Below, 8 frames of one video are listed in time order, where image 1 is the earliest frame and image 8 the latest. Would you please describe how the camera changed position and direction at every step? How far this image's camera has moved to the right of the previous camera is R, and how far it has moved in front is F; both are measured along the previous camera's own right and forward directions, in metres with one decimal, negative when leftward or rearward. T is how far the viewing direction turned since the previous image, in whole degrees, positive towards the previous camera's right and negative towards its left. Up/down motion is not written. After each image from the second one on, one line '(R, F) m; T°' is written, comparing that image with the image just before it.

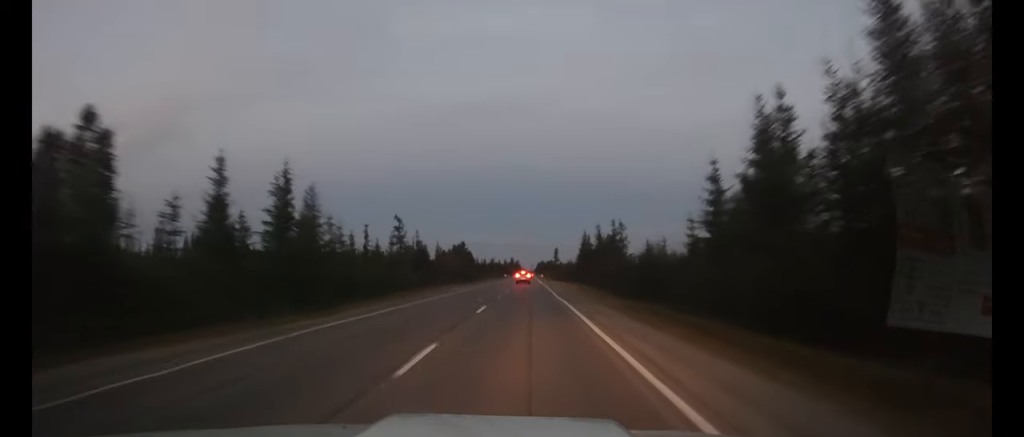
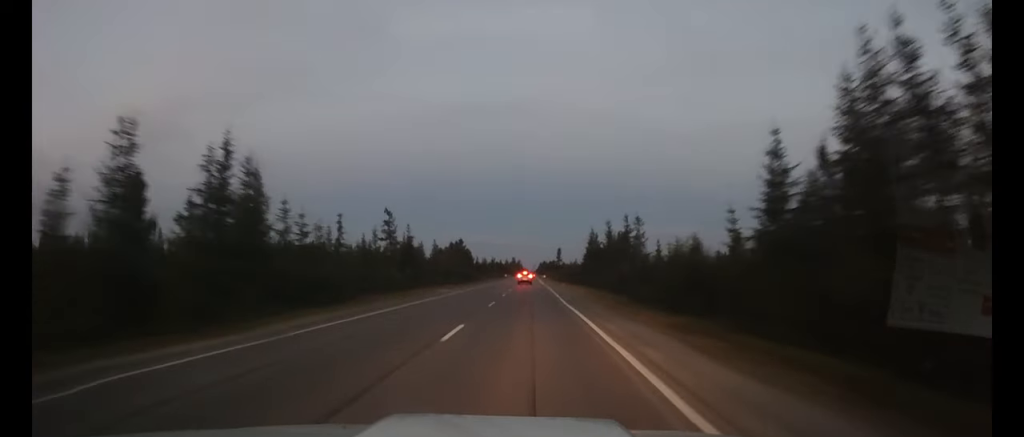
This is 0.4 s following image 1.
(0.0, +8.5) m; 0°
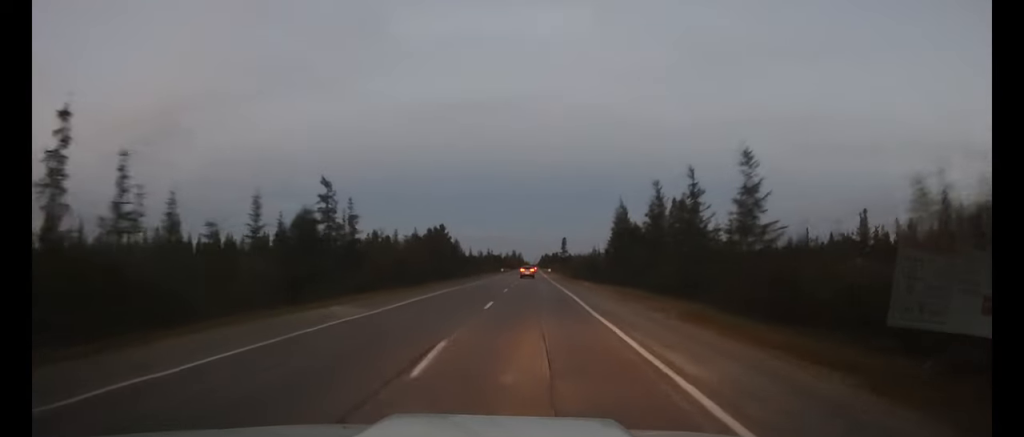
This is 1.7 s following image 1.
(0.0, +28.1) m; 0°
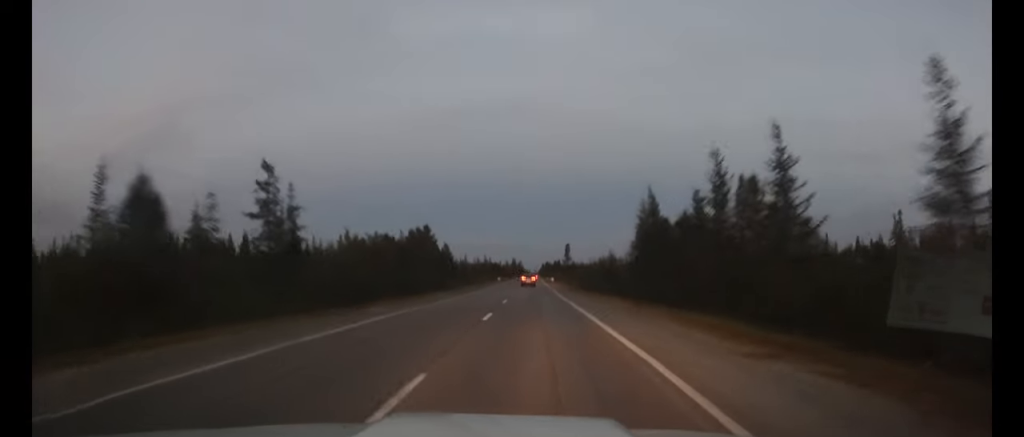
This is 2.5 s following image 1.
(0.0, +15.3) m; 0°
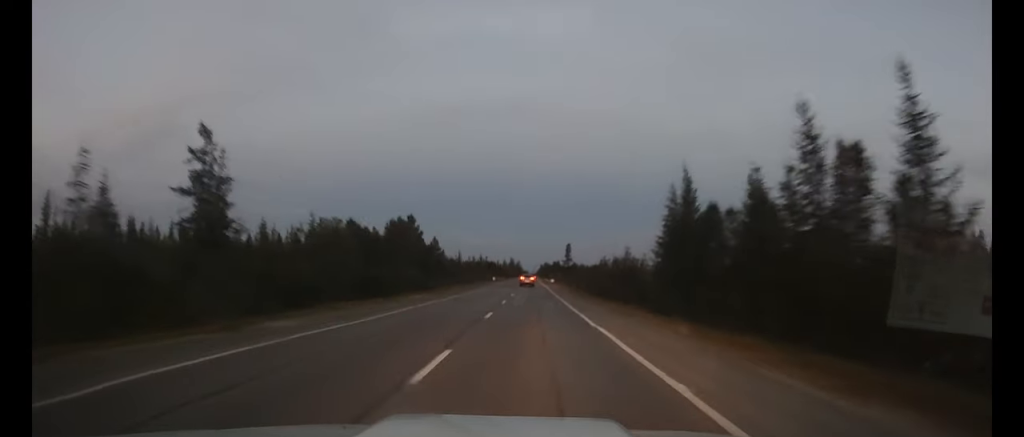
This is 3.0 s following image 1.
(0.0, +11.0) m; 0°
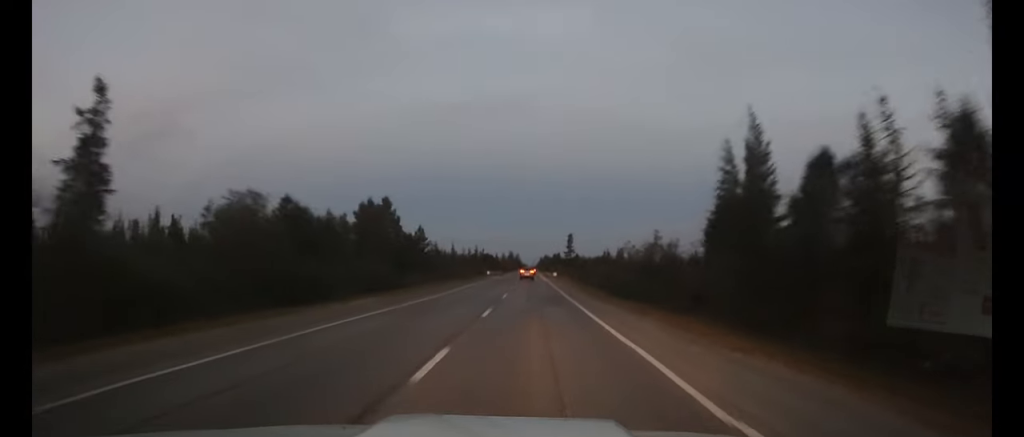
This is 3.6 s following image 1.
(0.0, +12.2) m; 0°
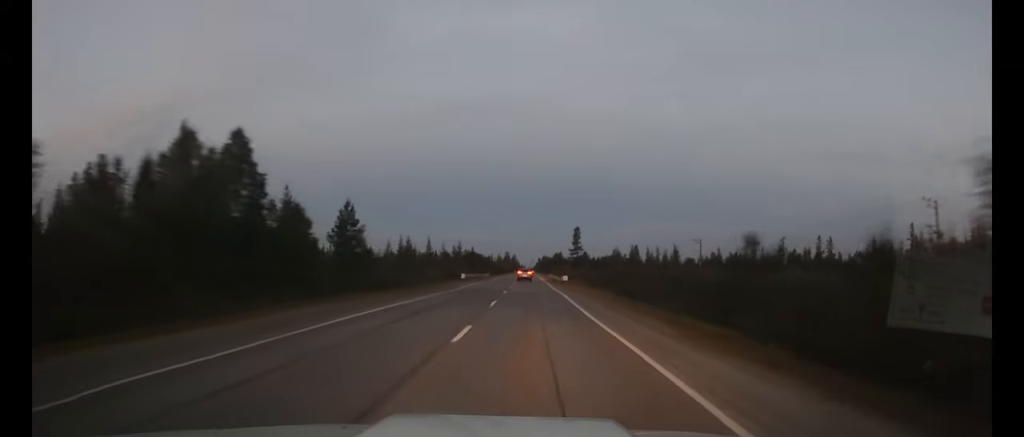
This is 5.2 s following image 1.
(0.0, +32.6) m; 0°
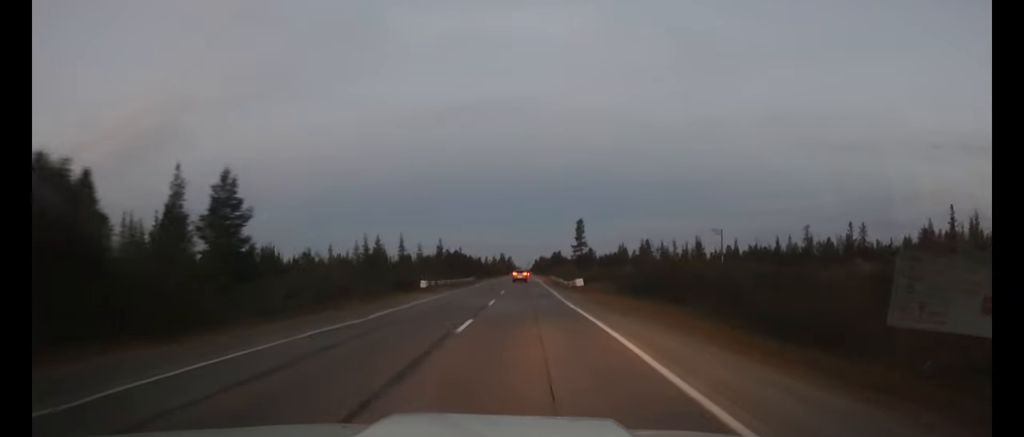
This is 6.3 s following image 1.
(0.0, +21.4) m; 0°
